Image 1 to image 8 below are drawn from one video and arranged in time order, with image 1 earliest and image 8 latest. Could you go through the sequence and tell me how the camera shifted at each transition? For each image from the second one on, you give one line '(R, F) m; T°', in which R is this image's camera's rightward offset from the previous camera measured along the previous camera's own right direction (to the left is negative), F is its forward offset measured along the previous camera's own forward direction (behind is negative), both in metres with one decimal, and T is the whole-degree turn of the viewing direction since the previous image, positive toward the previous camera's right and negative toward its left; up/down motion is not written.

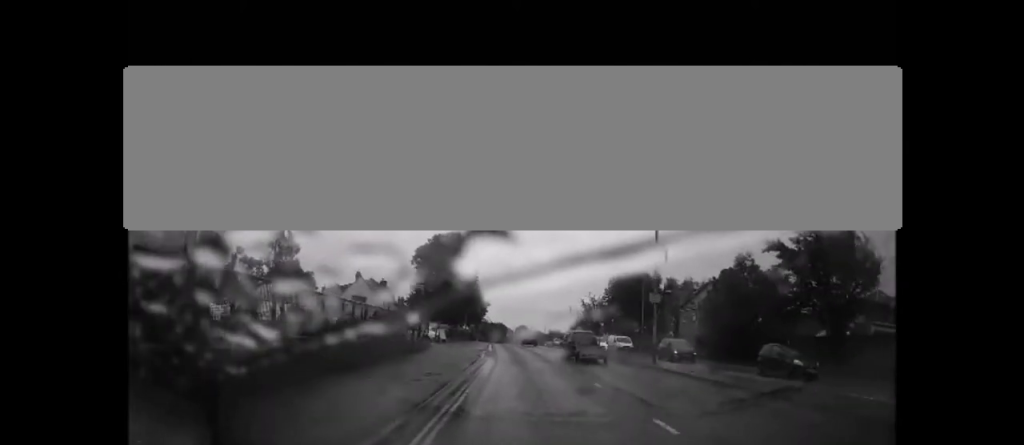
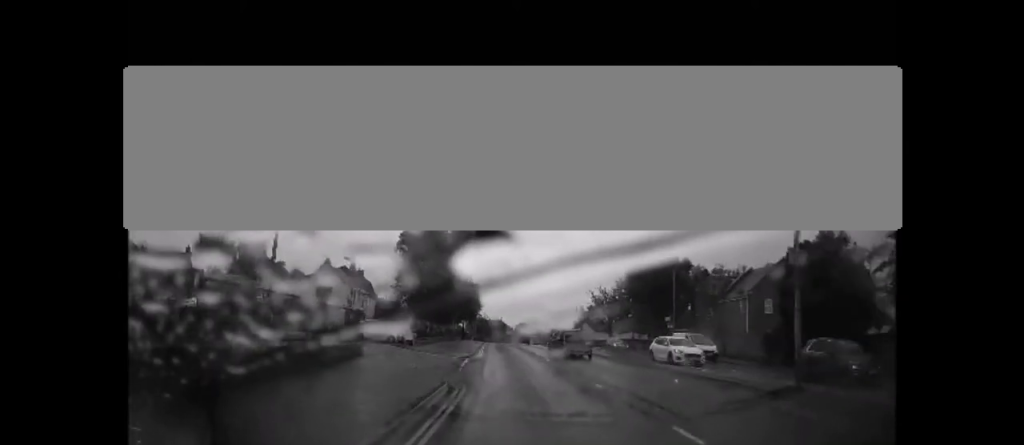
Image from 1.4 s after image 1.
(0.0, +13.1) m; -1°
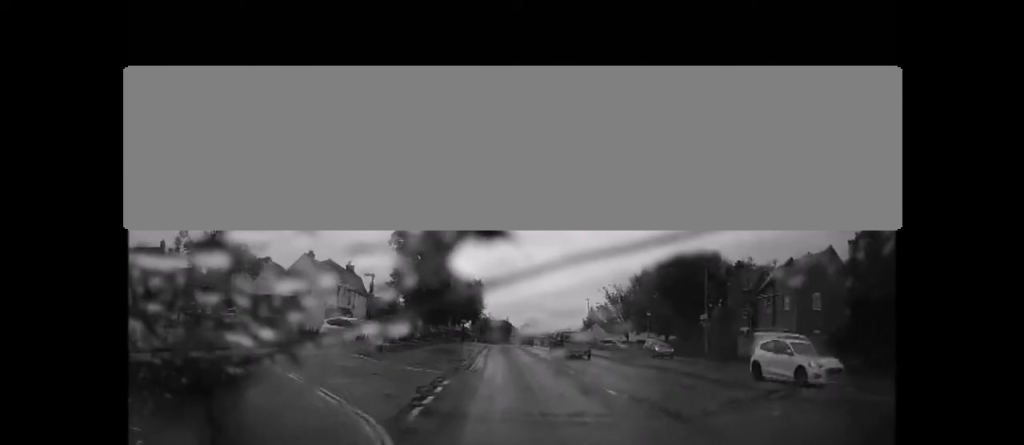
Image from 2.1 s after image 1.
(-0.1, +7.5) m; 0°
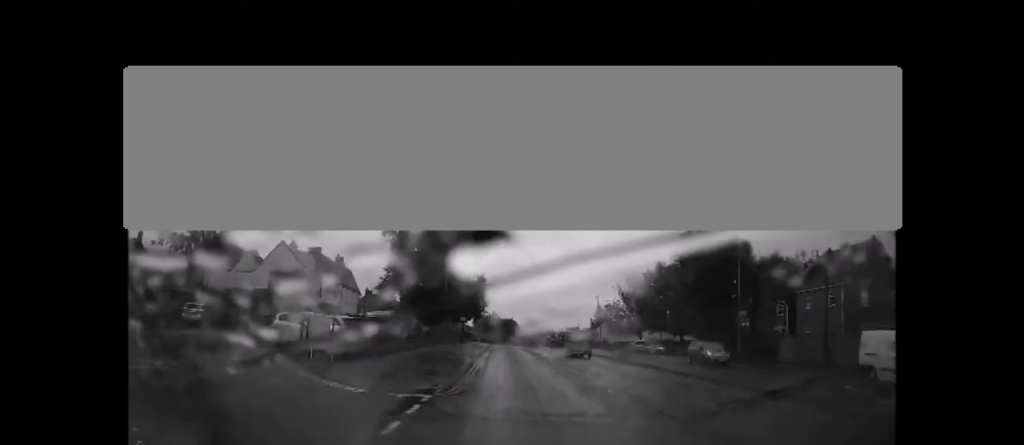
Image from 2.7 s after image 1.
(0.0, +6.0) m; +1°
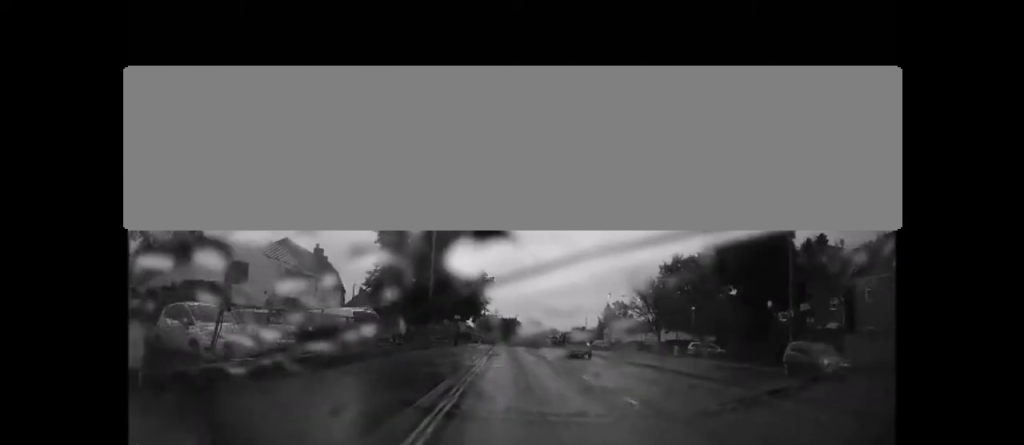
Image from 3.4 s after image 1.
(+0.1, +7.7) m; -1°
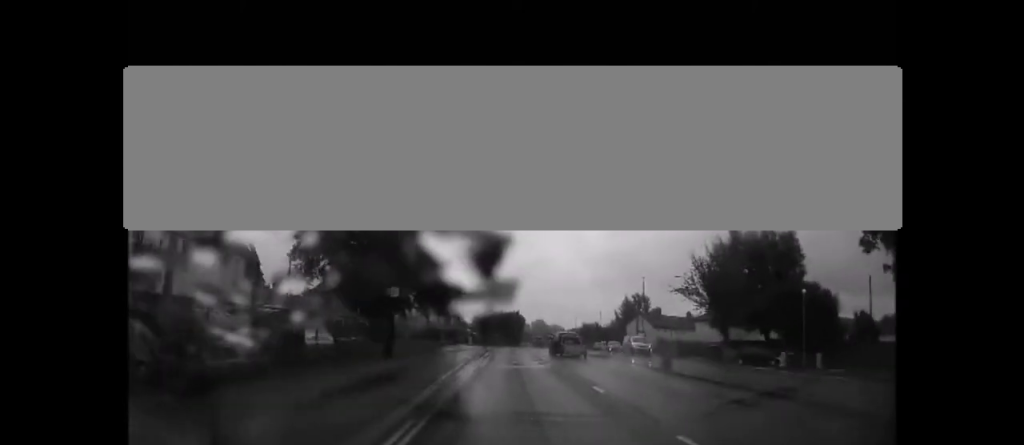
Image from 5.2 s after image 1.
(-0.7, +21.7) m; -1°
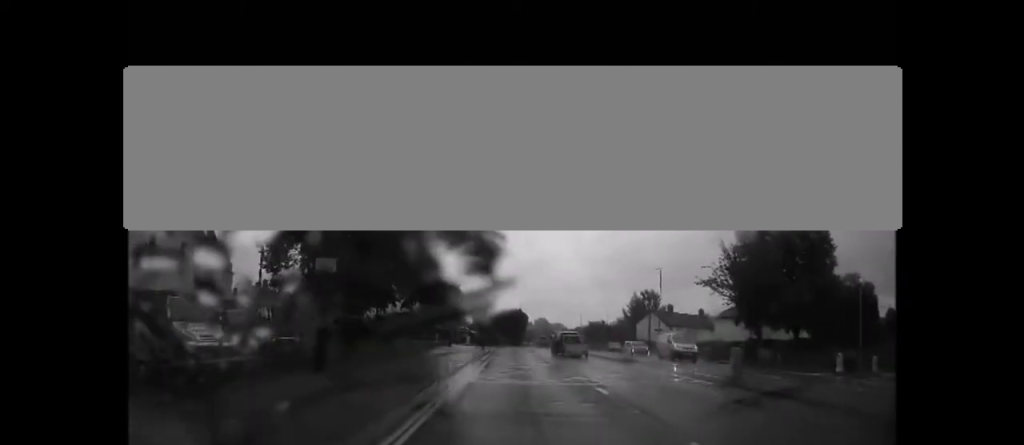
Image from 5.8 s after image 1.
(+0.1, +6.5) m; +1°
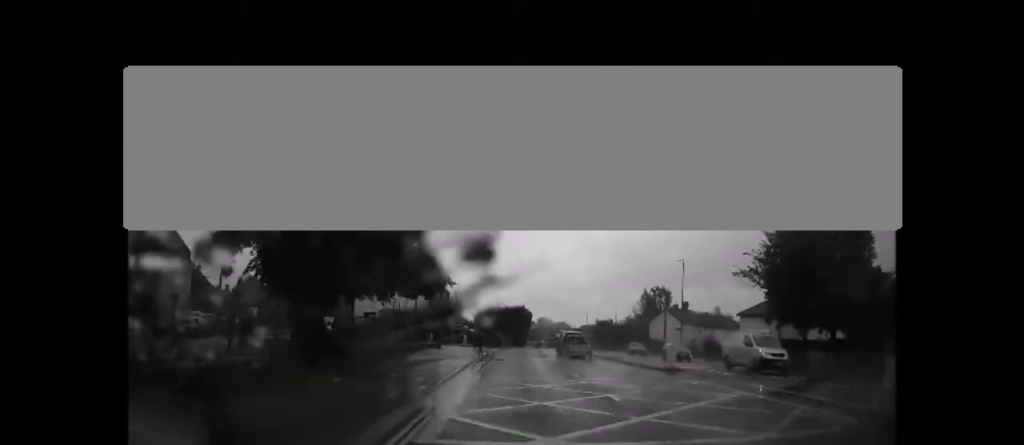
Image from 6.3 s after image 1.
(+0.1, +7.1) m; 0°
